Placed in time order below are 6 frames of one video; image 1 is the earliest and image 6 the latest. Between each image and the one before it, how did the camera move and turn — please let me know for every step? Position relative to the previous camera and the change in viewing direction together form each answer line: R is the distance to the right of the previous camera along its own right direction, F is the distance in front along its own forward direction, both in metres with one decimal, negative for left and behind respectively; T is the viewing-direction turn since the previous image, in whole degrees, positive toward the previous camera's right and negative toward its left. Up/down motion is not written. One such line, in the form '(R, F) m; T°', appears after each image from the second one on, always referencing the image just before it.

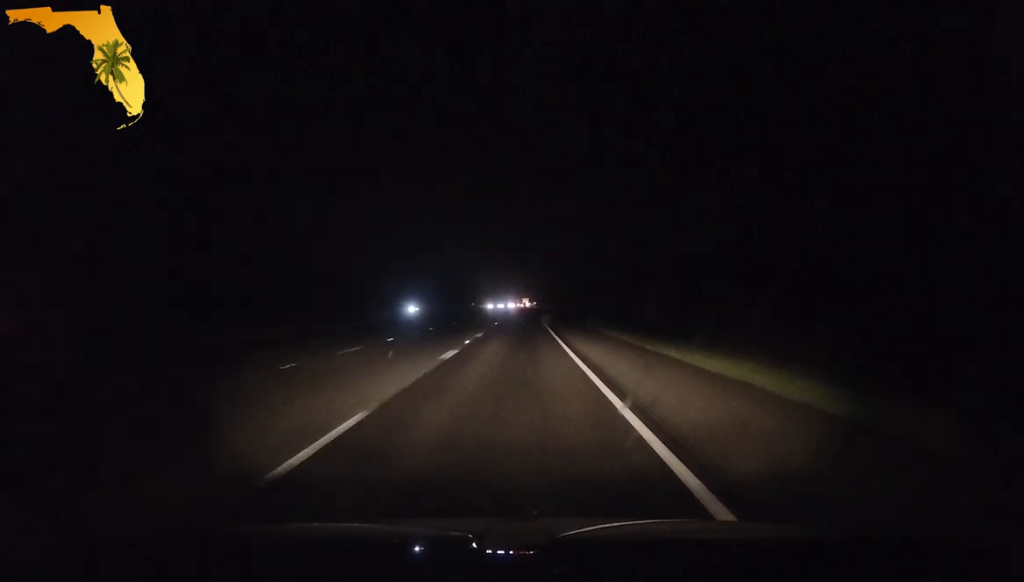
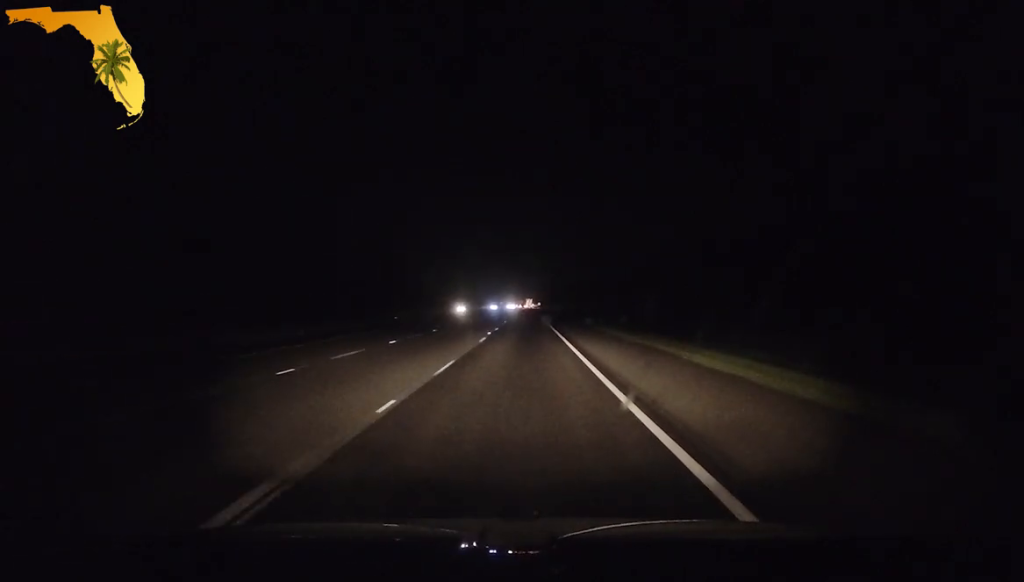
(+0.2, +86.8) m; 0°
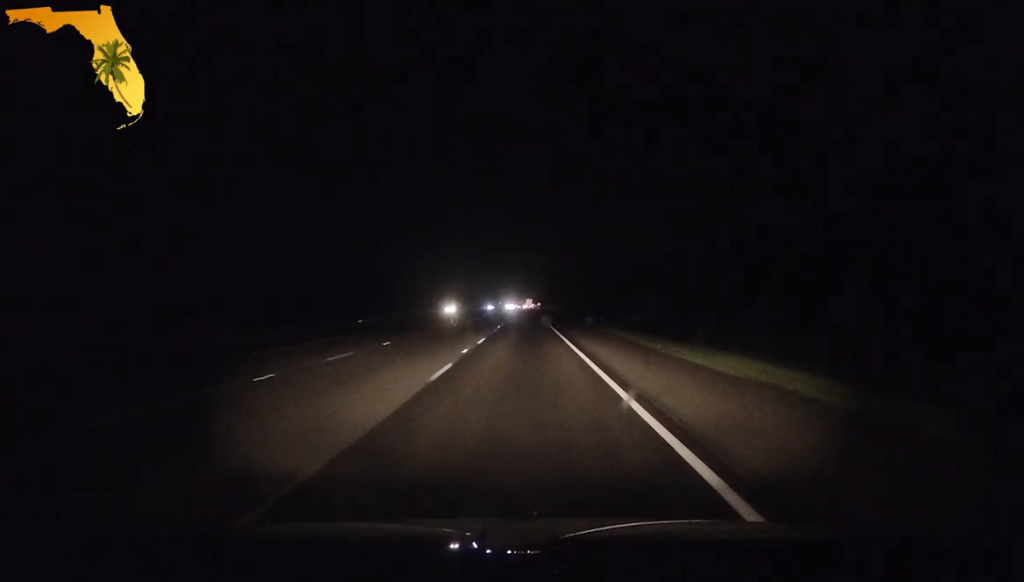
(0.0, +13.3) m; 0°
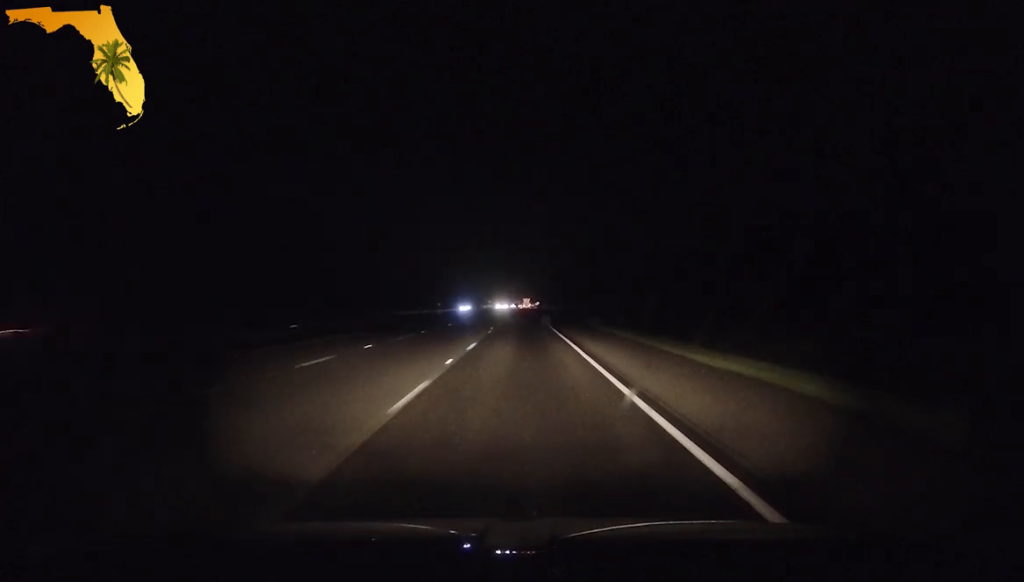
(-0.1, +75.7) m; 0°
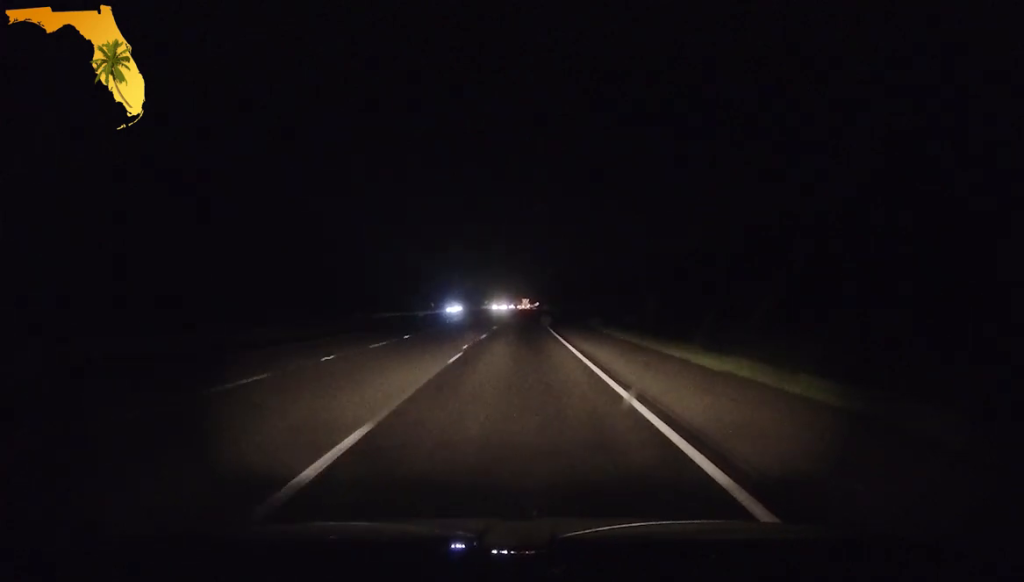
(0.0, +16.7) m; 0°
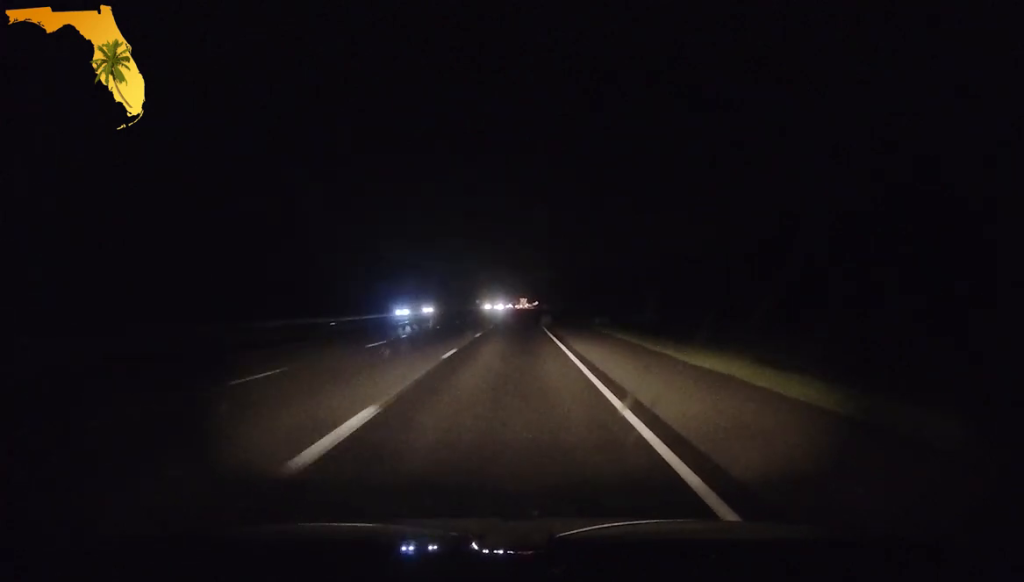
(0.0, +35.6) m; 0°
